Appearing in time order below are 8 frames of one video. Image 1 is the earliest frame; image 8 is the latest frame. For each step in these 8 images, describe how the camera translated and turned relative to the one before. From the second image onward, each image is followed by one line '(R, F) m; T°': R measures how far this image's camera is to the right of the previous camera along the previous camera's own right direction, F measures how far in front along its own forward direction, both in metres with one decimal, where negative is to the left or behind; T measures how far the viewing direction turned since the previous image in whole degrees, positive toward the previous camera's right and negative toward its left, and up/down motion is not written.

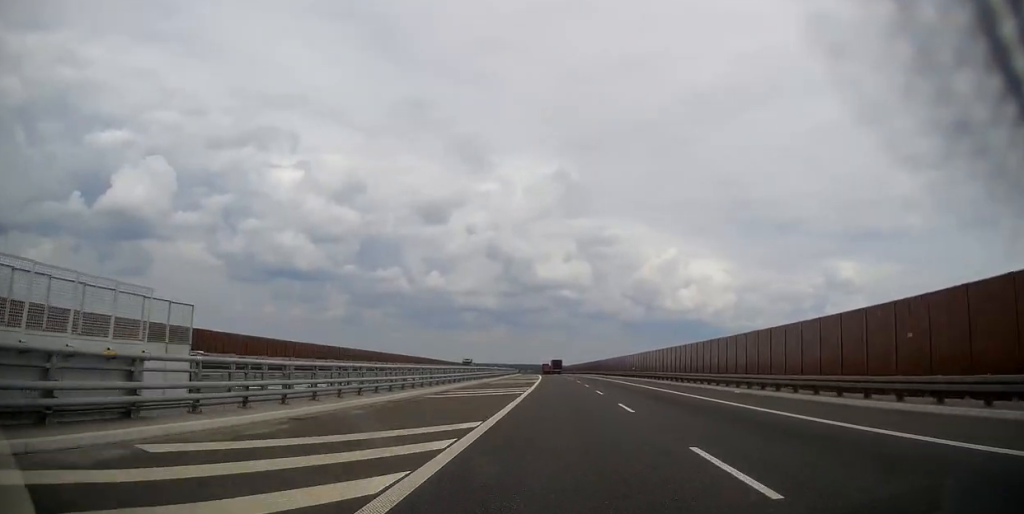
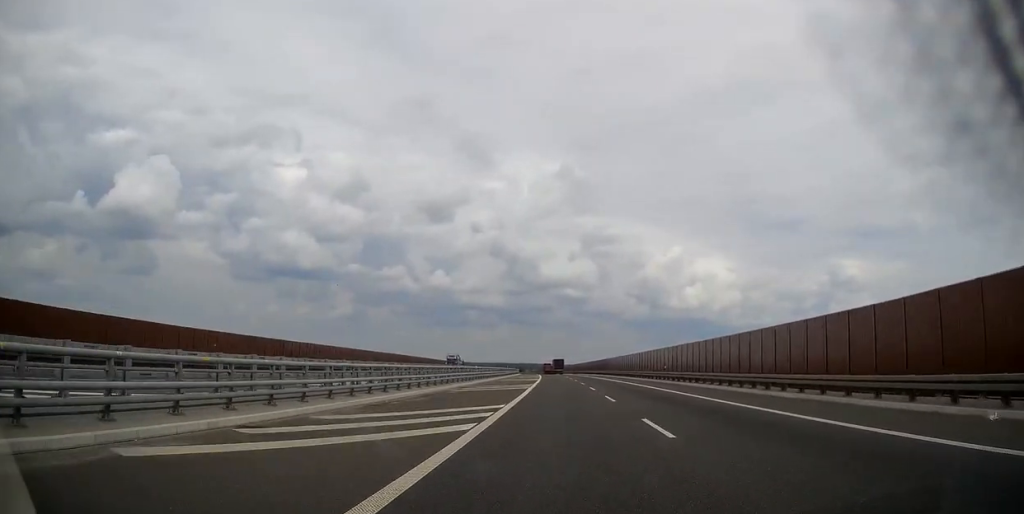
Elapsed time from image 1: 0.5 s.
(0.0, +18.6) m; 0°
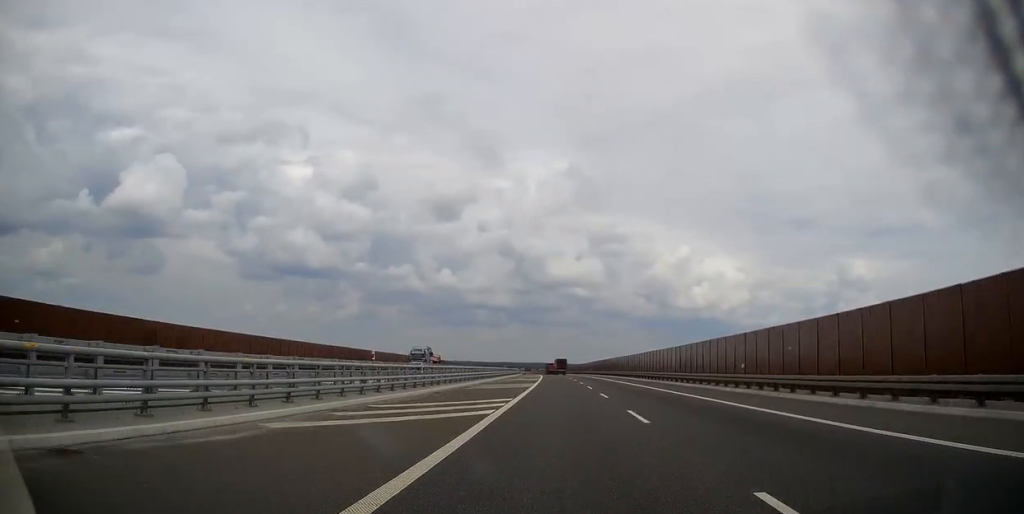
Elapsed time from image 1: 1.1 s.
(+0.1, +20.9) m; 0°
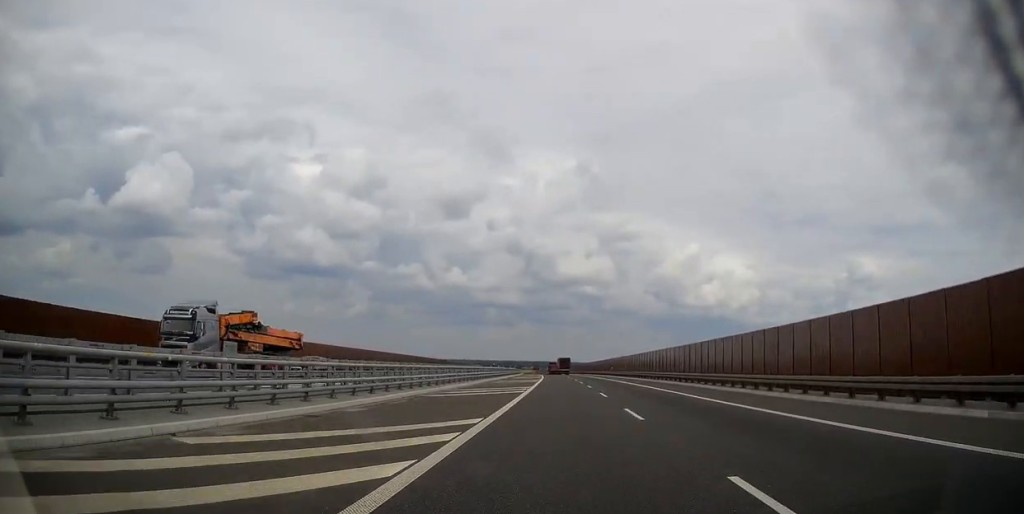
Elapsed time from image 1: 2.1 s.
(-0.5, +33.8) m; -1°
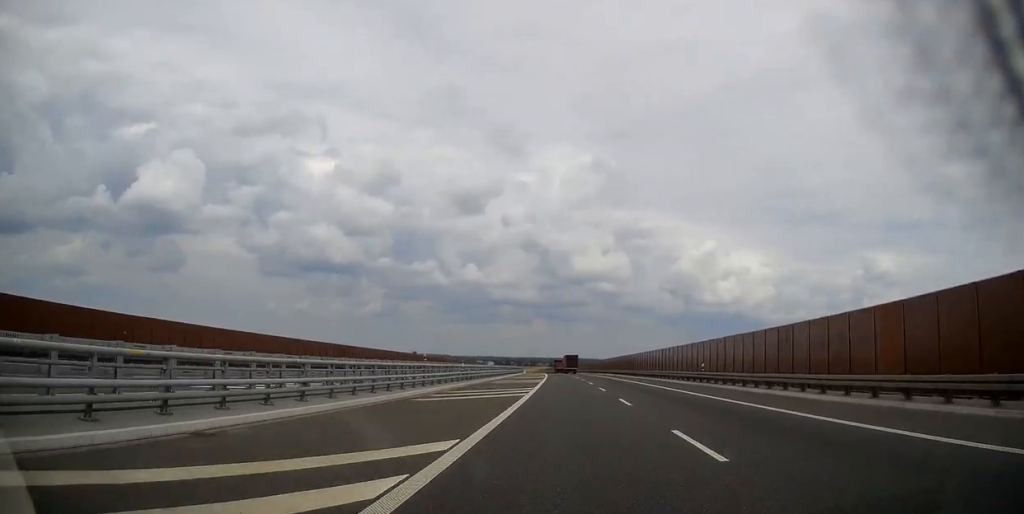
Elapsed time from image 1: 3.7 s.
(-0.6, +55.0) m; -1°
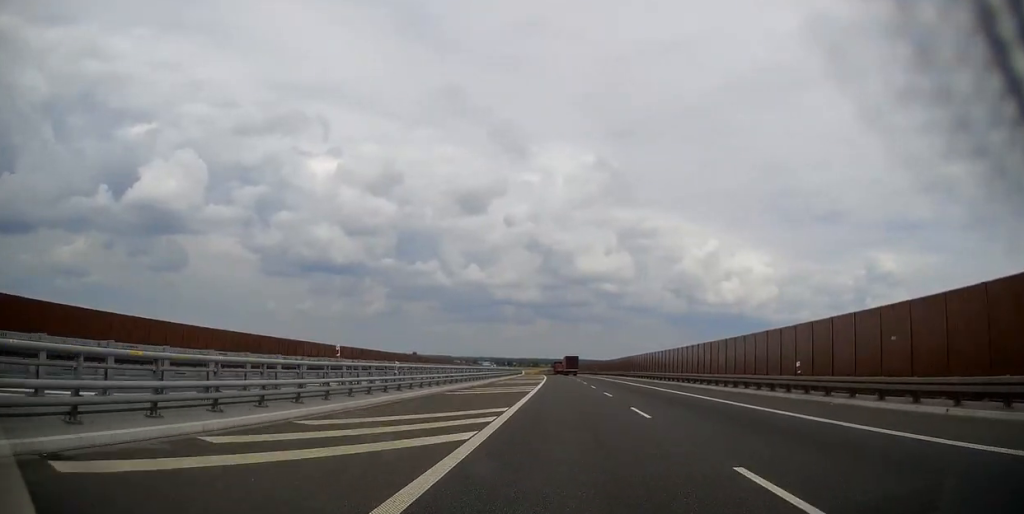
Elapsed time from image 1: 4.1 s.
(+0.1, +16.4) m; 0°
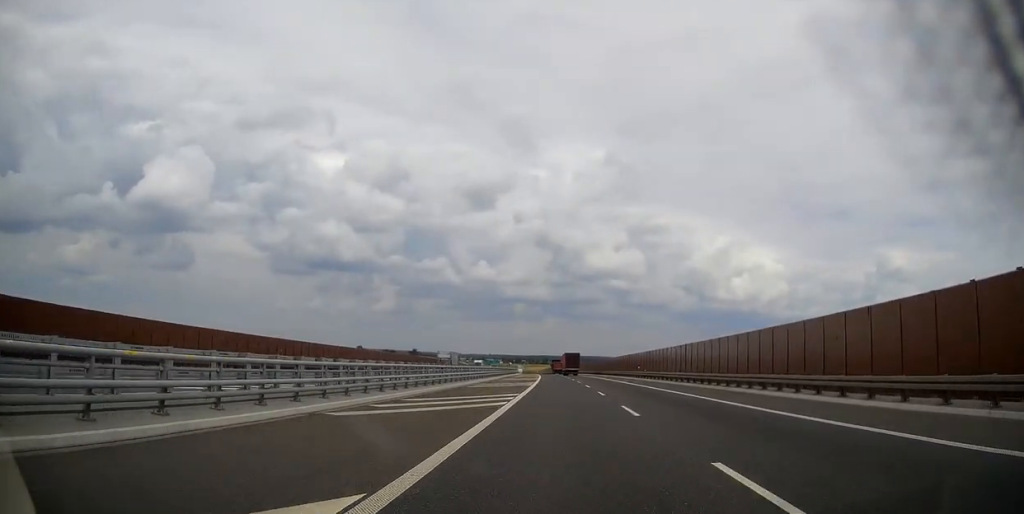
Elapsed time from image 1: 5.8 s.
(-0.8, +59.8) m; -1°
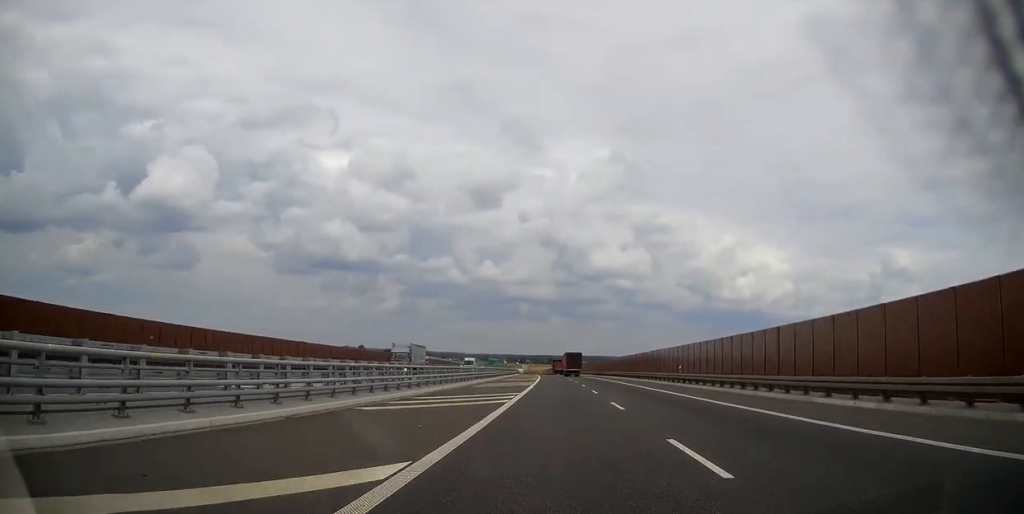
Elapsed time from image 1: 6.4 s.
(0.0, +21.1) m; 0°
